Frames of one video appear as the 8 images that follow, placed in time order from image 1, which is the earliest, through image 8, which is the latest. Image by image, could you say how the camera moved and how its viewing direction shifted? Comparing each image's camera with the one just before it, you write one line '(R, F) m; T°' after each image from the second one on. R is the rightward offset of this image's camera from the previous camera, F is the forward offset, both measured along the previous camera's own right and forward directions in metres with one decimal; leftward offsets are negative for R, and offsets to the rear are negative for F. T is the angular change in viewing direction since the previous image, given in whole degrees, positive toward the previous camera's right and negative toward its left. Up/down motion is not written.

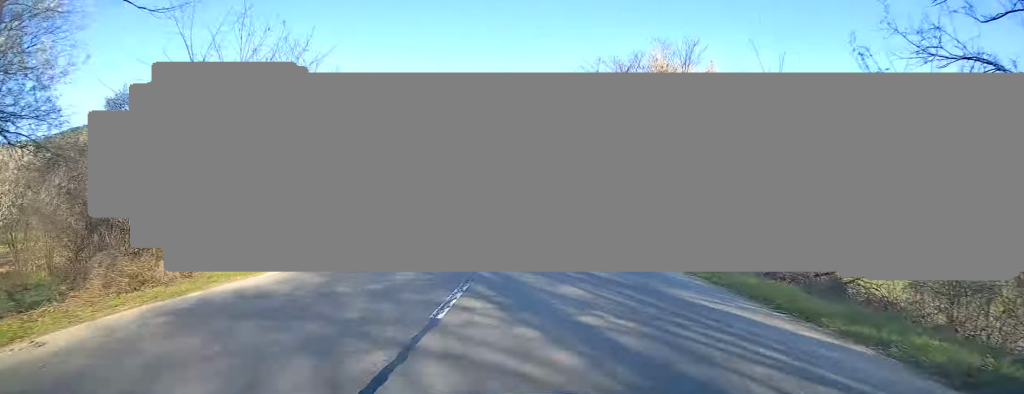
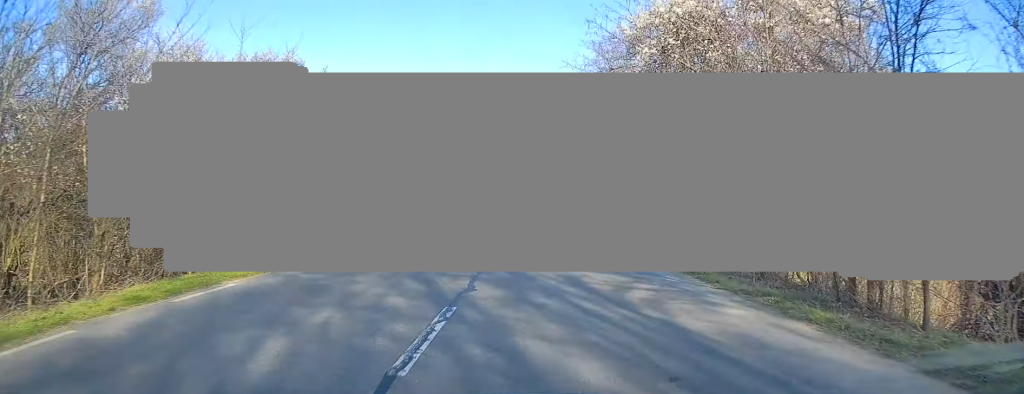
(+0.2, +11.0) m; 0°
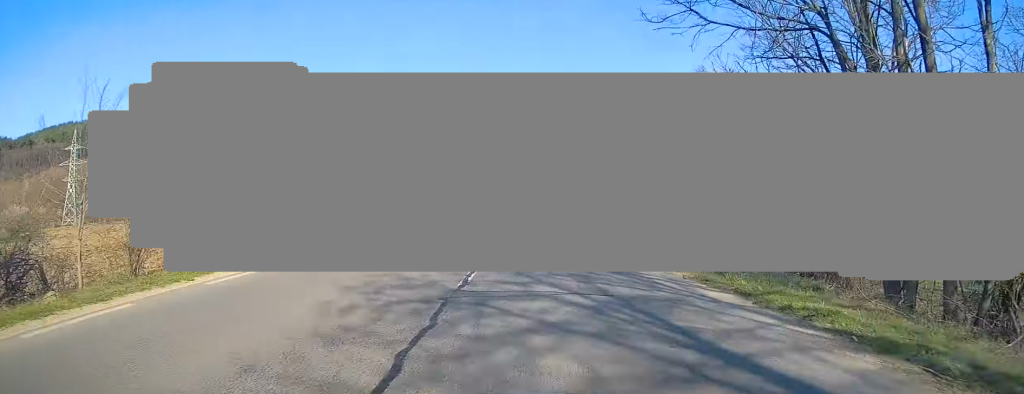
(-0.6, +30.8) m; 0°
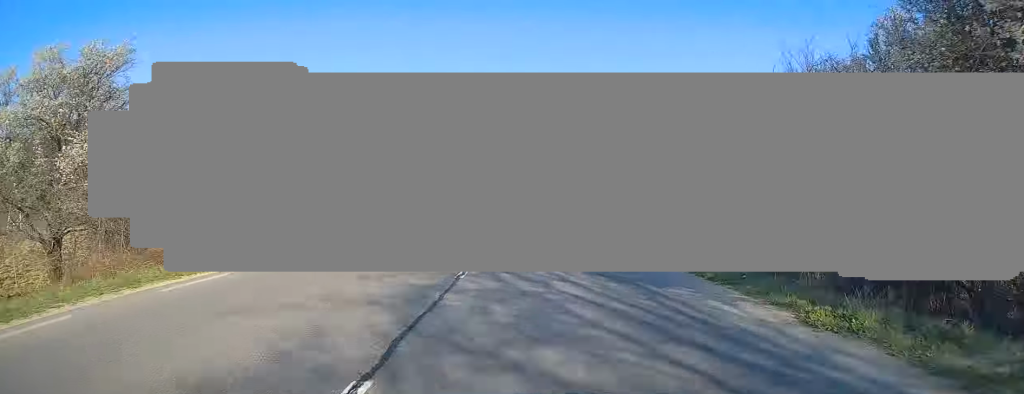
(+0.2, +17.2) m; +1°
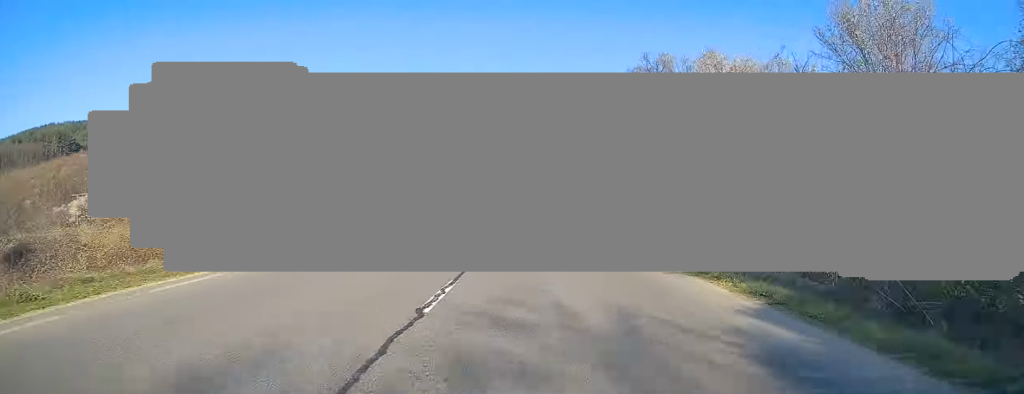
(+0.1, +12.1) m; 0°
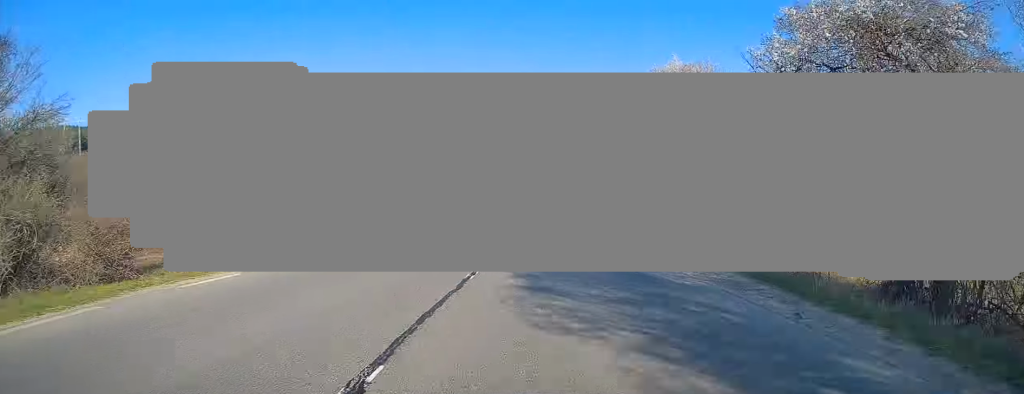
(+0.1, +23.3) m; +1°
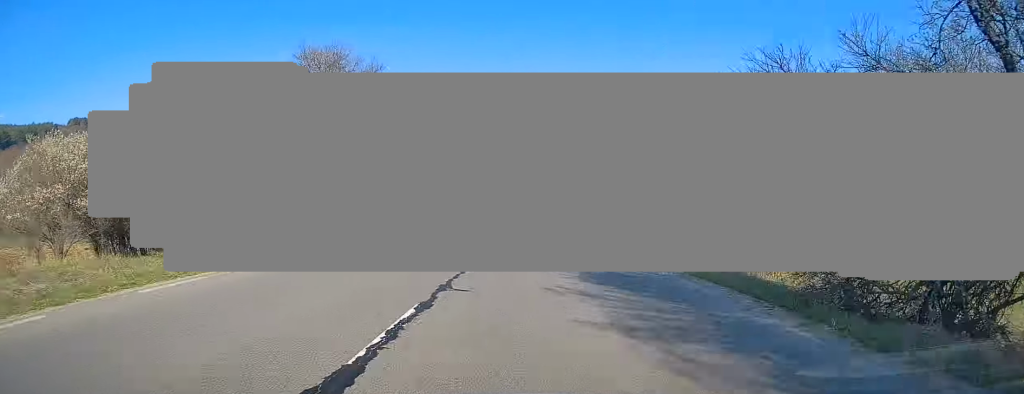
(+1.3, +41.6) m; +4°
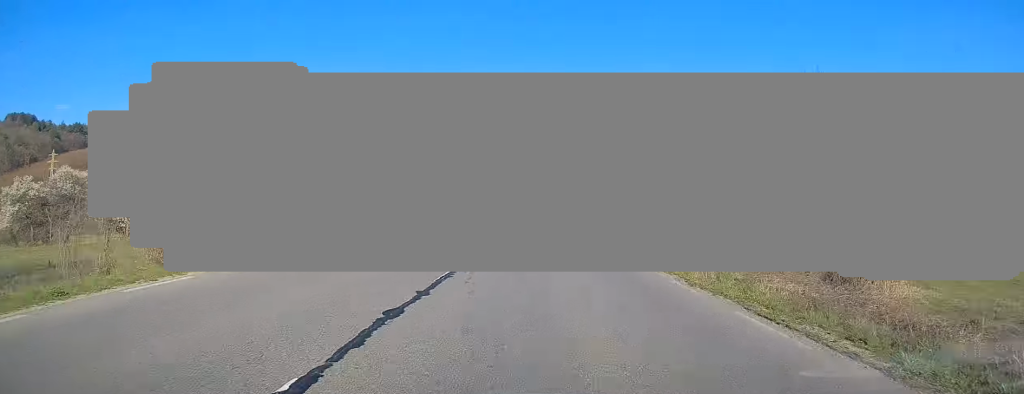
(+1.0, +47.7) m; +3°
